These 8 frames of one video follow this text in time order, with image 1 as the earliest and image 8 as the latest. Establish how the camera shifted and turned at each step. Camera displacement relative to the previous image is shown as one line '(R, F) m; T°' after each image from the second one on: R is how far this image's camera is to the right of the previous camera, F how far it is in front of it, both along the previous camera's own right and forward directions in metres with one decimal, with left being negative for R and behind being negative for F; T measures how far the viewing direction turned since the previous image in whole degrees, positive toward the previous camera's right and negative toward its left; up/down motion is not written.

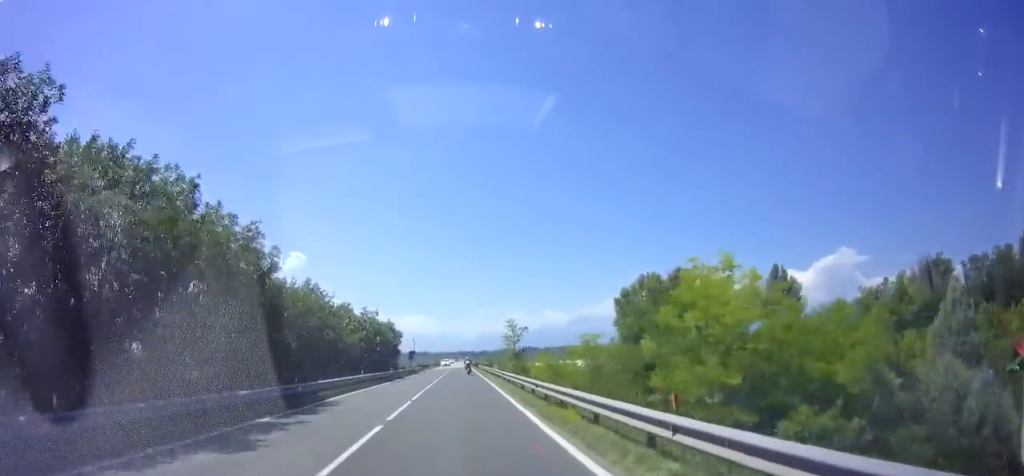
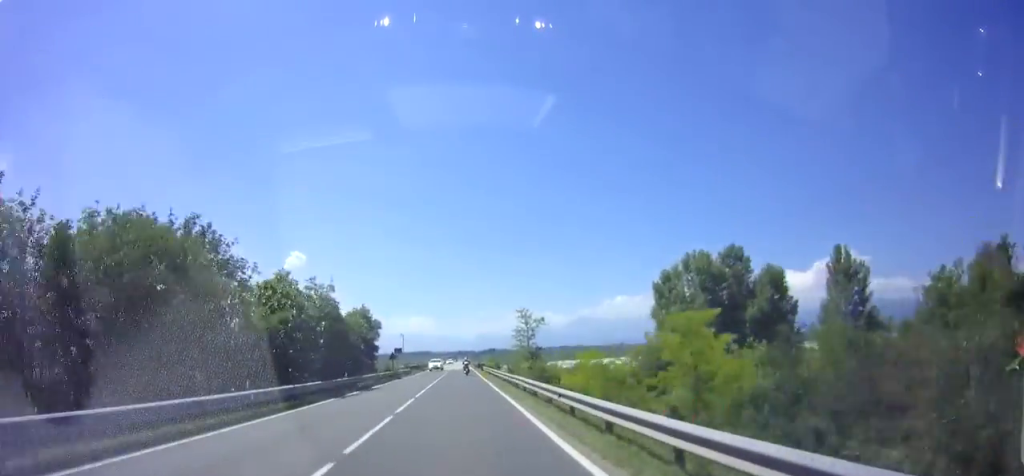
(0.0, +16.1) m; 0°
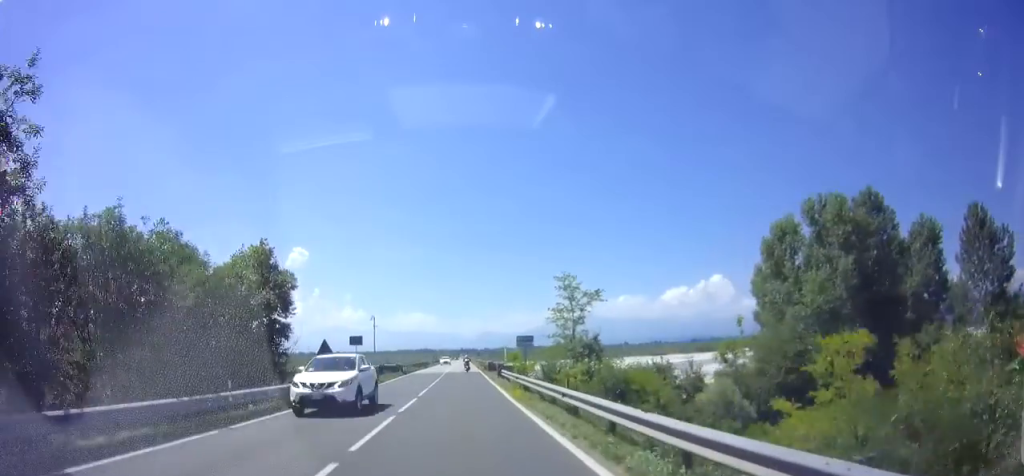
(+0.3, +24.0) m; 0°
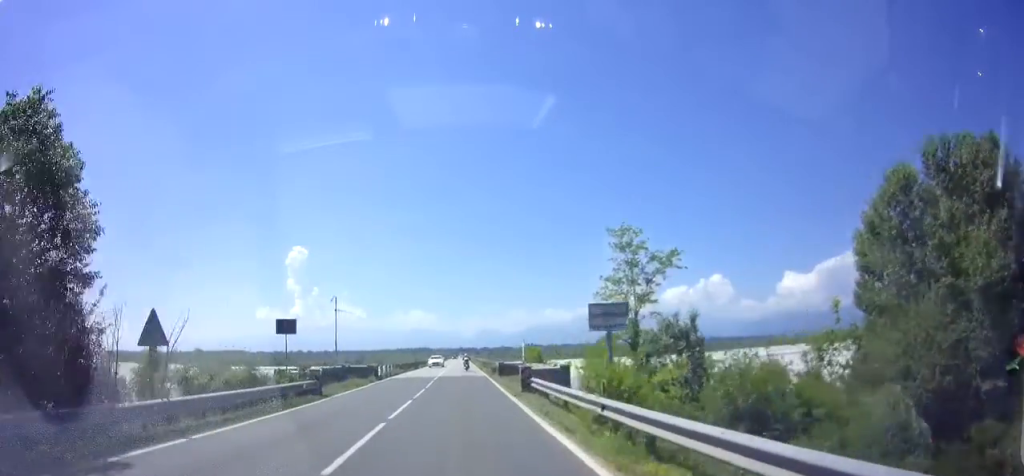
(-0.1, +14.3) m; -1°
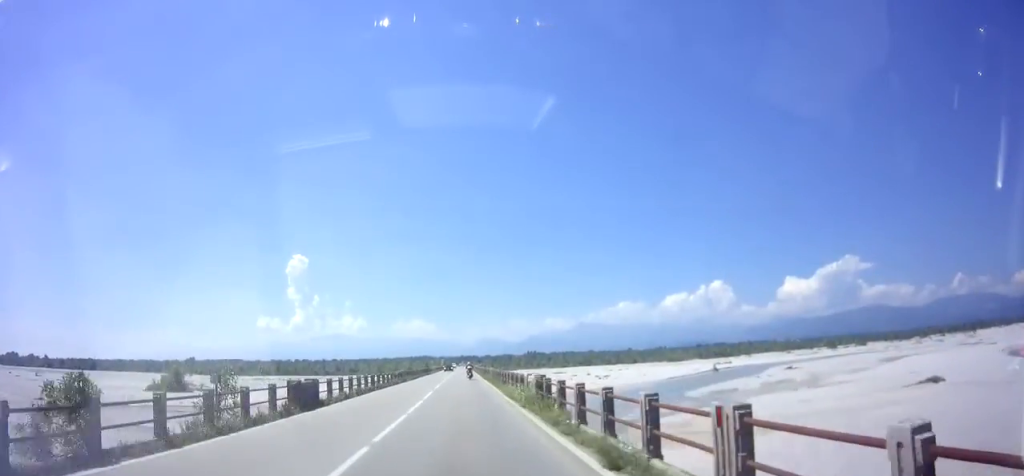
(-0.4, +41.5) m; 0°
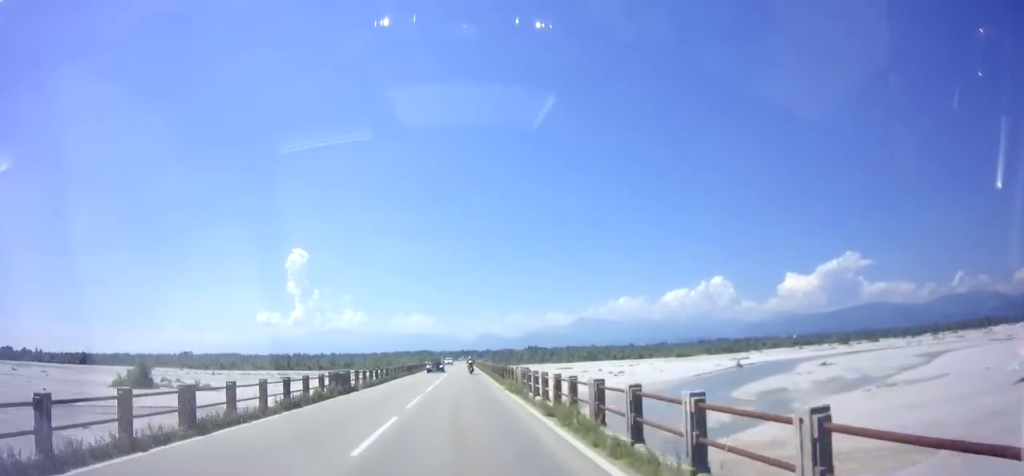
(0.0, +22.6) m; 0°
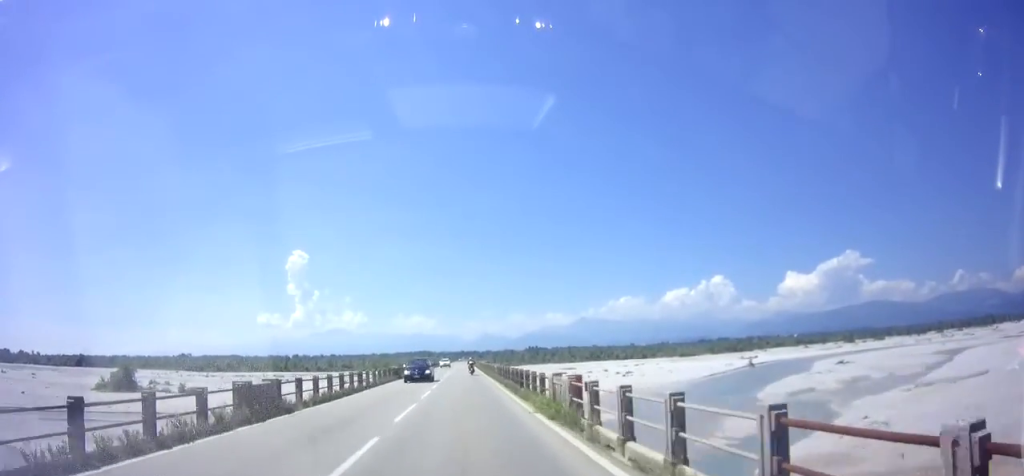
(0.0, +9.6) m; 0°
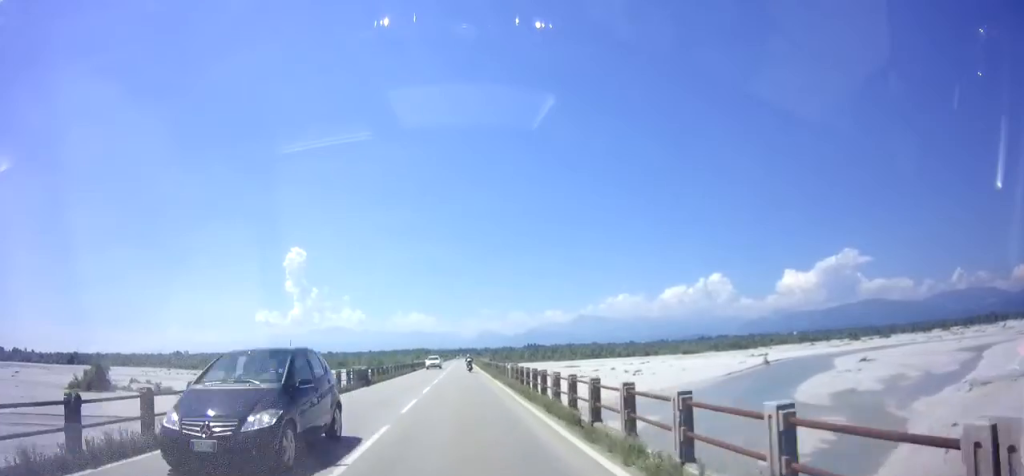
(0.0, +12.8) m; 0°
